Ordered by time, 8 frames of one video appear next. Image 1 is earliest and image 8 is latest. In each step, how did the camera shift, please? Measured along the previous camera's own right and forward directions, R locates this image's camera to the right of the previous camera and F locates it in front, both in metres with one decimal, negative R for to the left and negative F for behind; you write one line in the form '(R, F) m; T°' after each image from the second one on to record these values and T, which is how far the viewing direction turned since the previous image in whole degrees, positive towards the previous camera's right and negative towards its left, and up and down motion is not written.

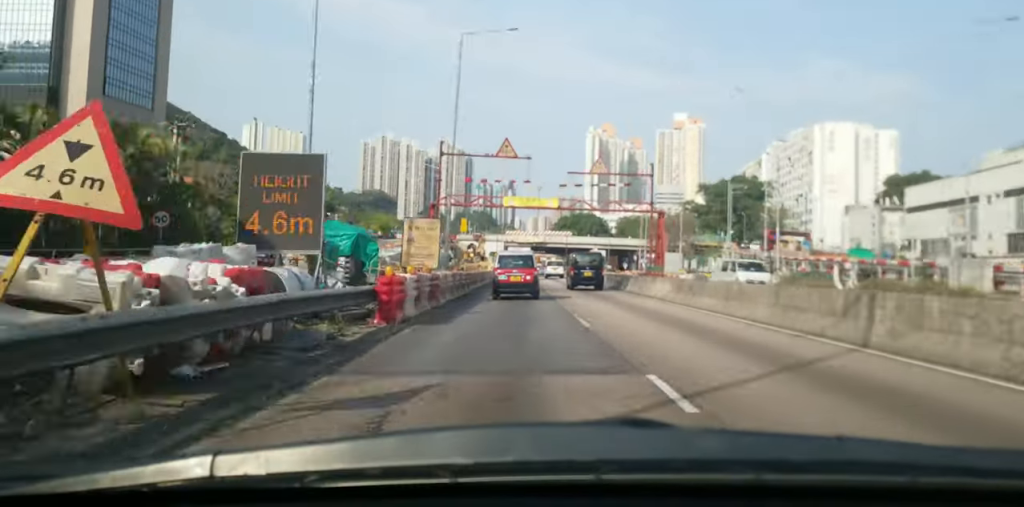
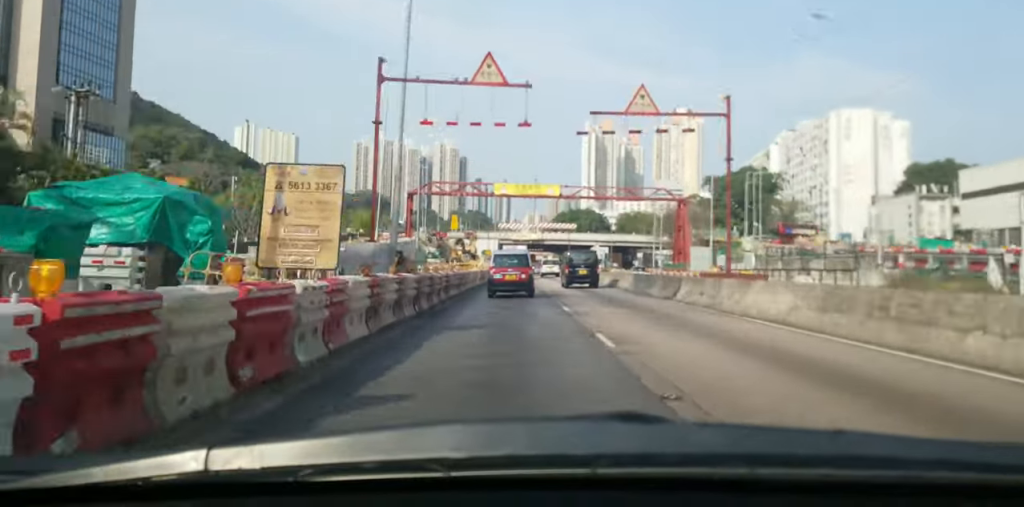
(-0.2, +13.2) m; 0°
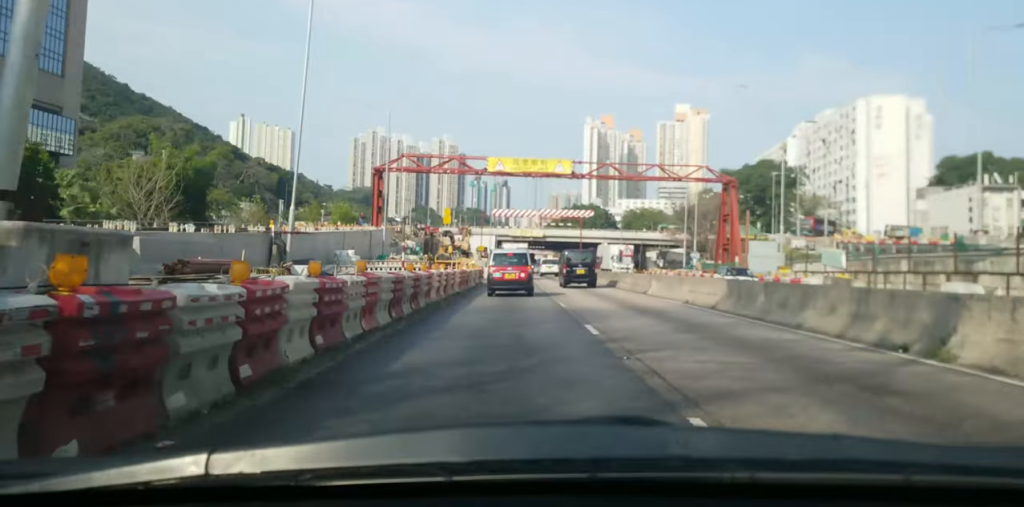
(+0.3, +16.8) m; 0°
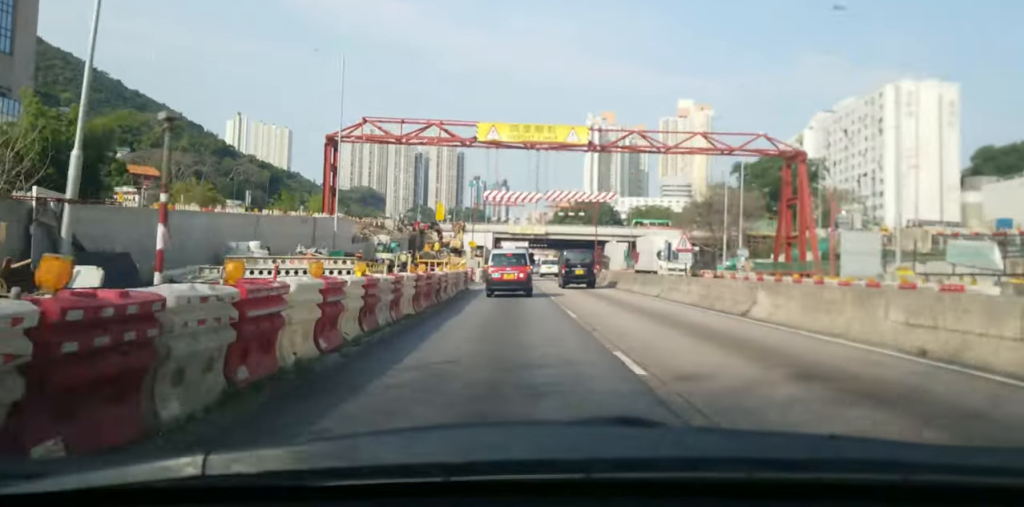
(-0.3, +13.4) m; -2°
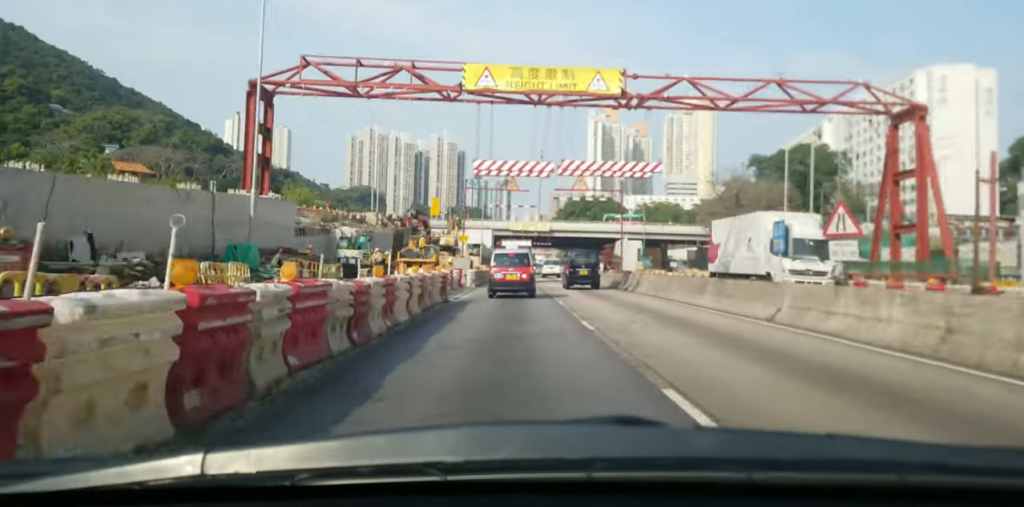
(-0.2, +11.7) m; -1°
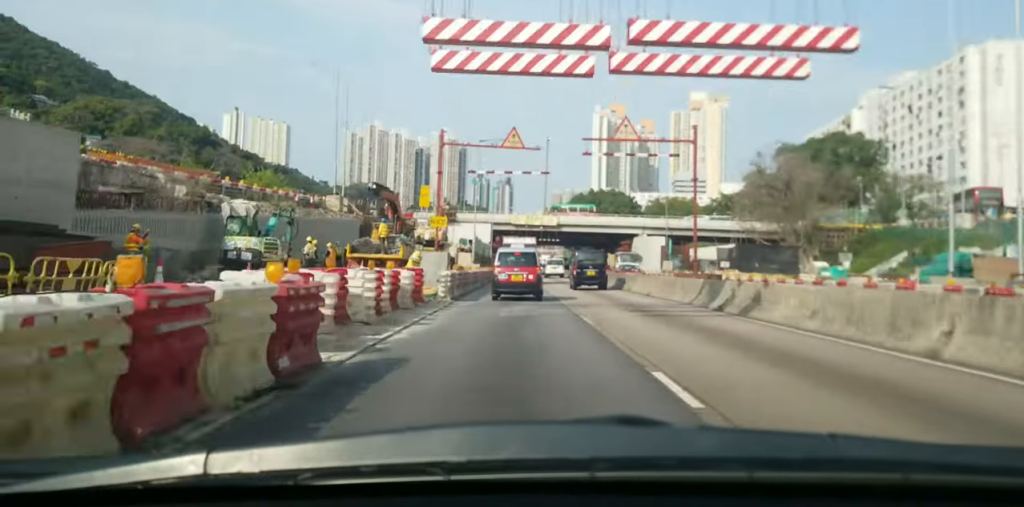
(-0.3, +17.0) m; 0°
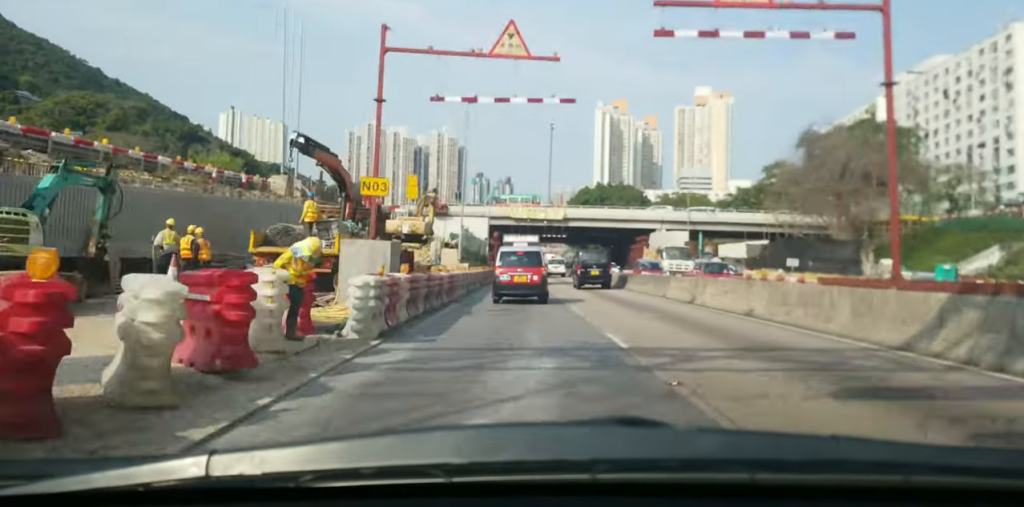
(+0.4, +13.6) m; 0°
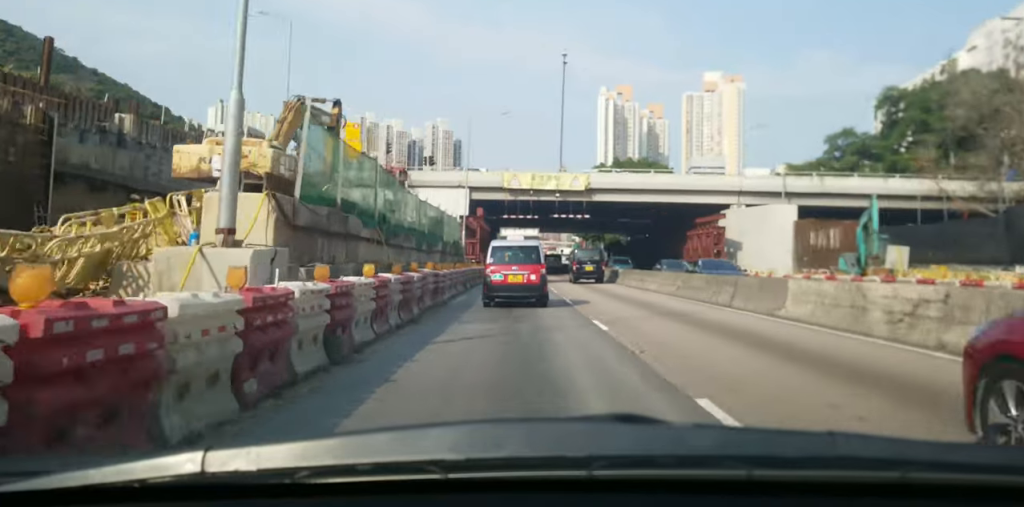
(-1.0, +32.9) m; -2°
